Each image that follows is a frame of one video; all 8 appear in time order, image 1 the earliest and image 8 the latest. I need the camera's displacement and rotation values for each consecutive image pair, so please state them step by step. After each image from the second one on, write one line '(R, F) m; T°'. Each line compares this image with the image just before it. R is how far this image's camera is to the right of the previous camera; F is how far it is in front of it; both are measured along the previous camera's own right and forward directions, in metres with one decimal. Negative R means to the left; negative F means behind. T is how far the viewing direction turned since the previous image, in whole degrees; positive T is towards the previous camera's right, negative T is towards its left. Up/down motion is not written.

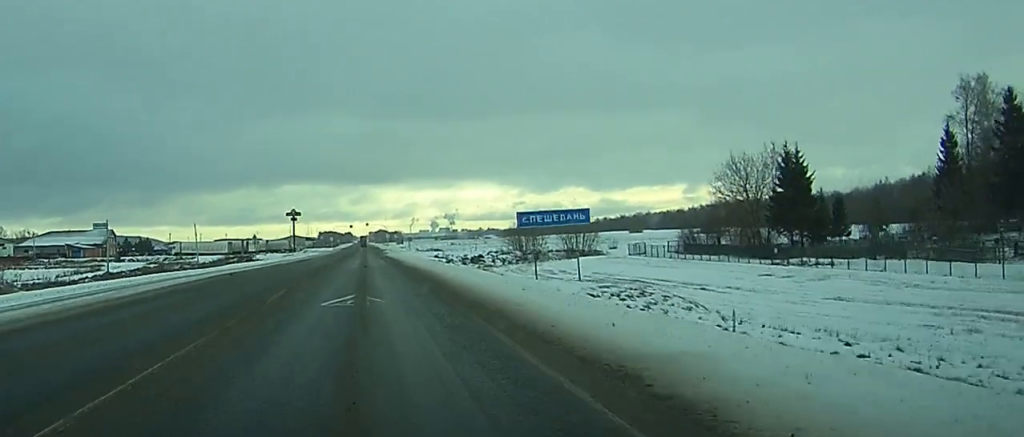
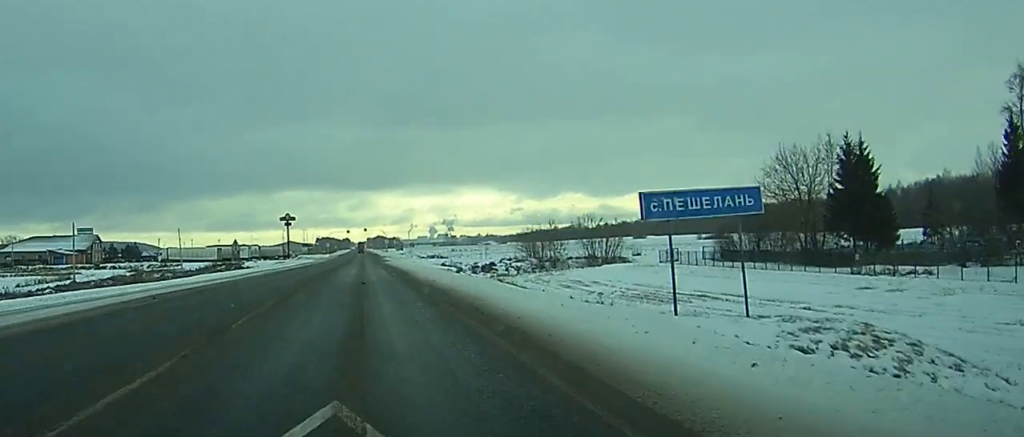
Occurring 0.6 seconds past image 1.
(0.0, +13.1) m; 0°
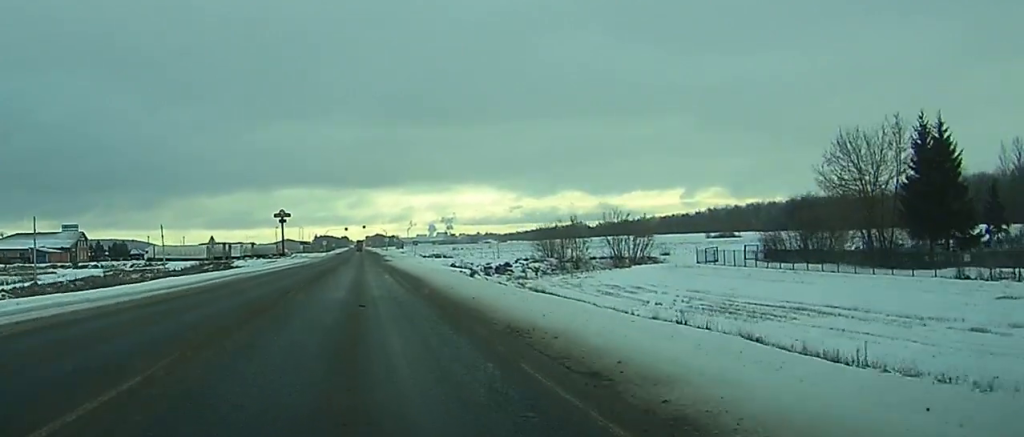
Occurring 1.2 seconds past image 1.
(0.0, +12.4) m; 0°
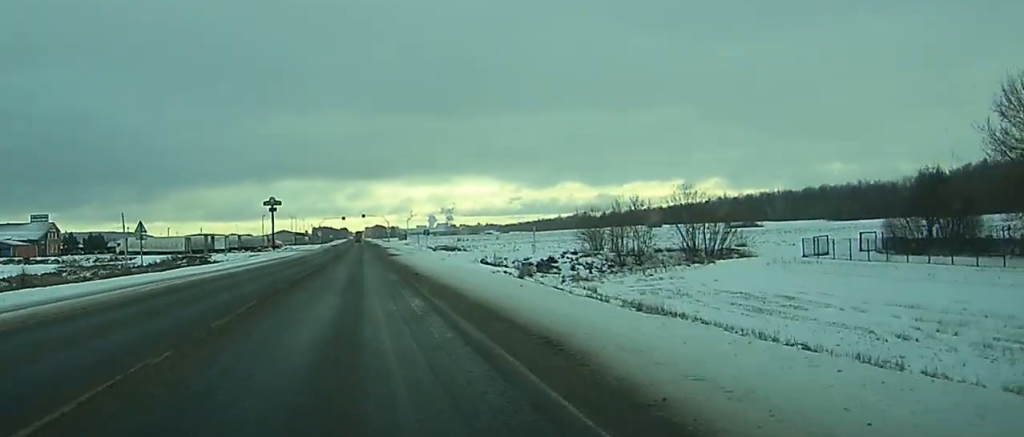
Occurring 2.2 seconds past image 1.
(0.0, +23.5) m; 0°
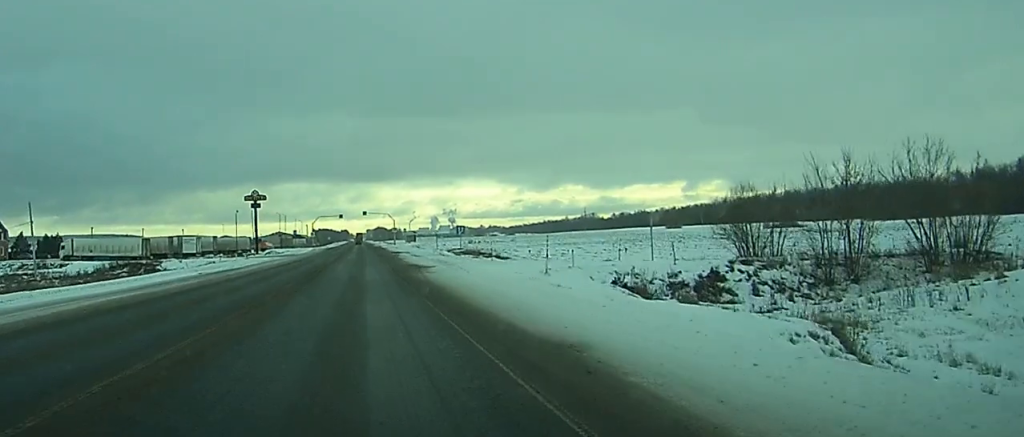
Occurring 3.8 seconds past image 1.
(-0.1, +35.6) m; 0°
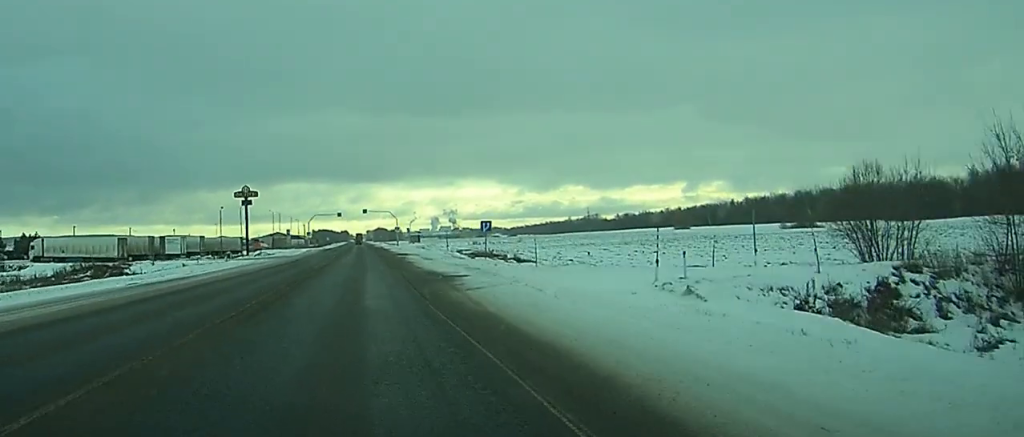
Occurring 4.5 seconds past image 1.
(0.0, +14.2) m; 0°
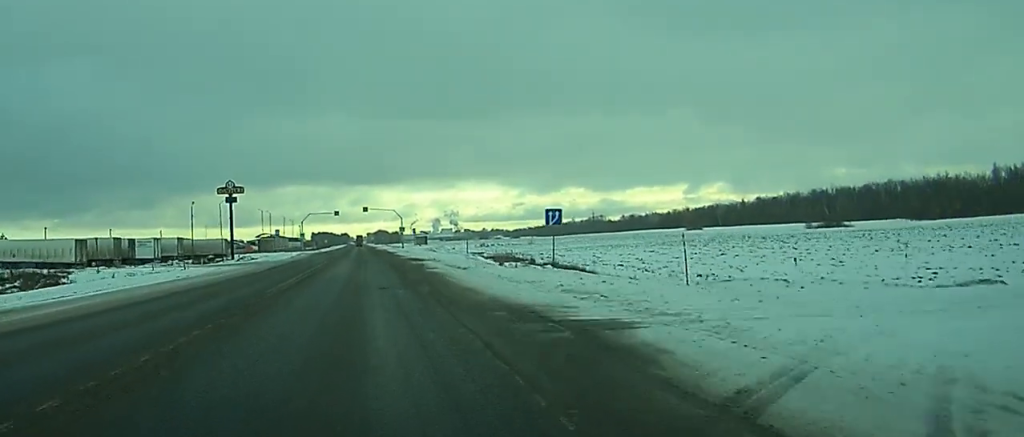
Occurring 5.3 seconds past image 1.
(0.0, +19.5) m; 0°
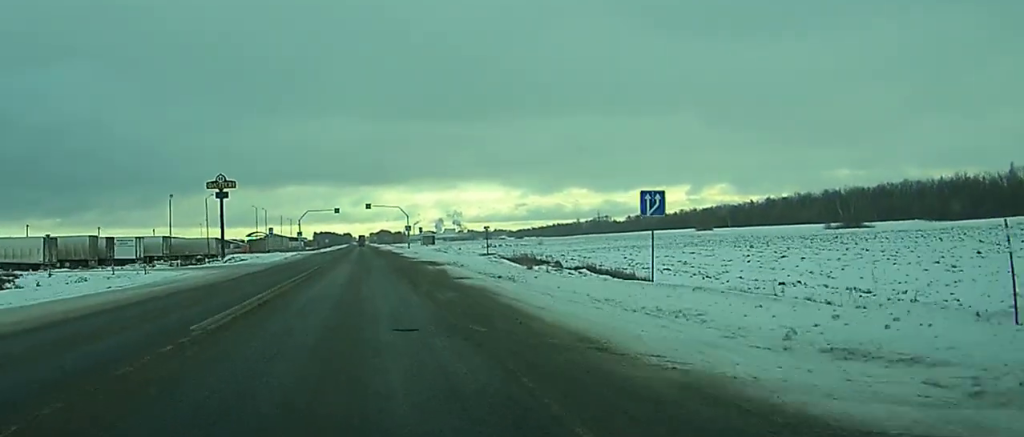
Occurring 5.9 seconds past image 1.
(0.0, +12.0) m; 0°
